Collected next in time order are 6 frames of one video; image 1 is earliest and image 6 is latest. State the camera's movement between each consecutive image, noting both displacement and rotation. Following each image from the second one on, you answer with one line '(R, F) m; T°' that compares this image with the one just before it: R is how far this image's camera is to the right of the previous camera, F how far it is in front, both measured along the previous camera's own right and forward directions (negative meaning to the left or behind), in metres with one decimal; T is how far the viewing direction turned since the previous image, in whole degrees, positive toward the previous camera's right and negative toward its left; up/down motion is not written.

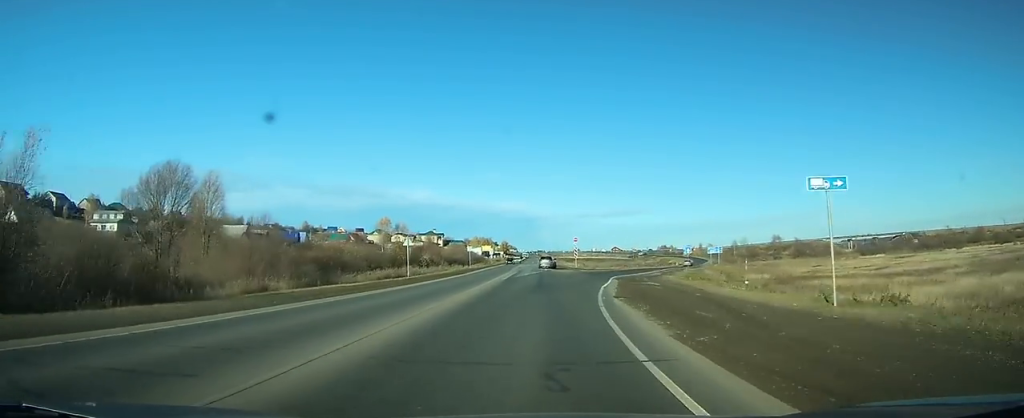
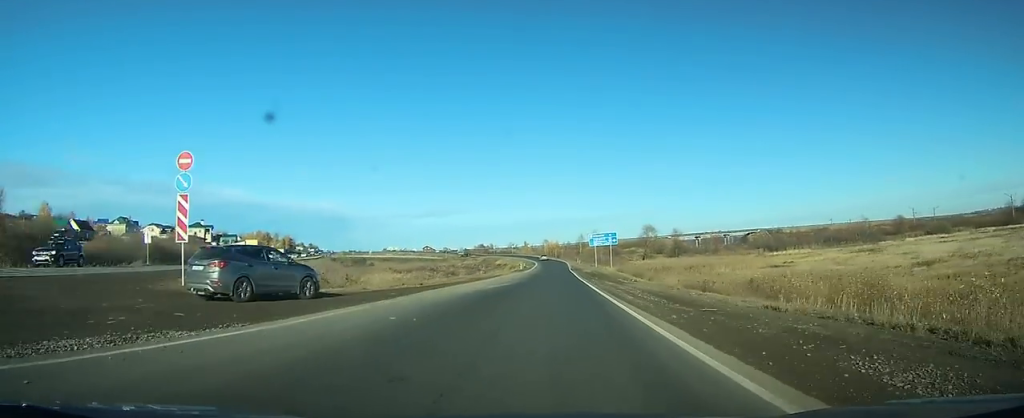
(+5.4, +74.5) m; +12°
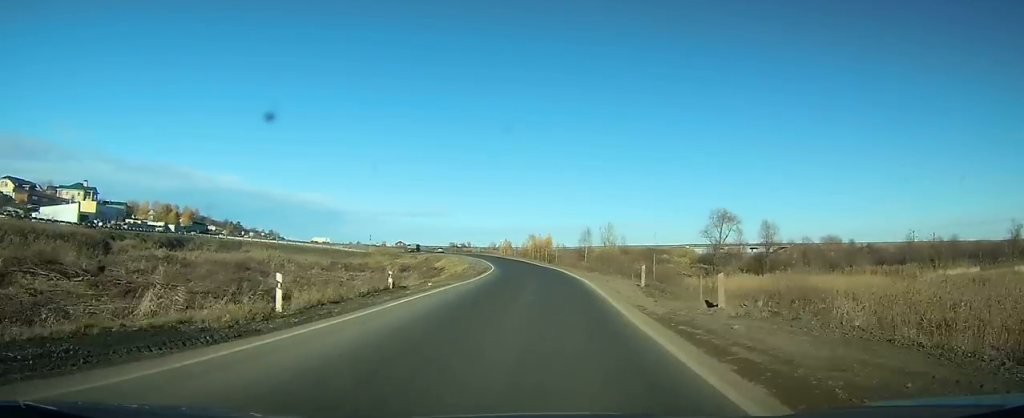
(+7.4, +79.4) m; +6°
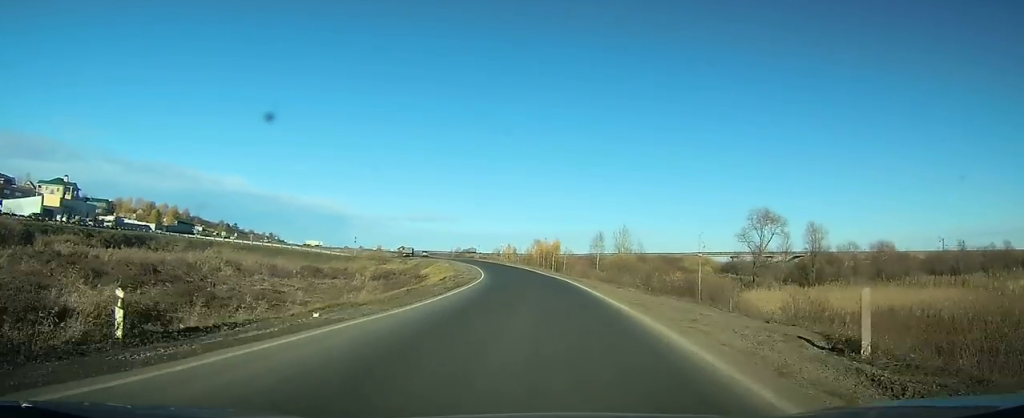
(0.0, +14.8) m; -1°
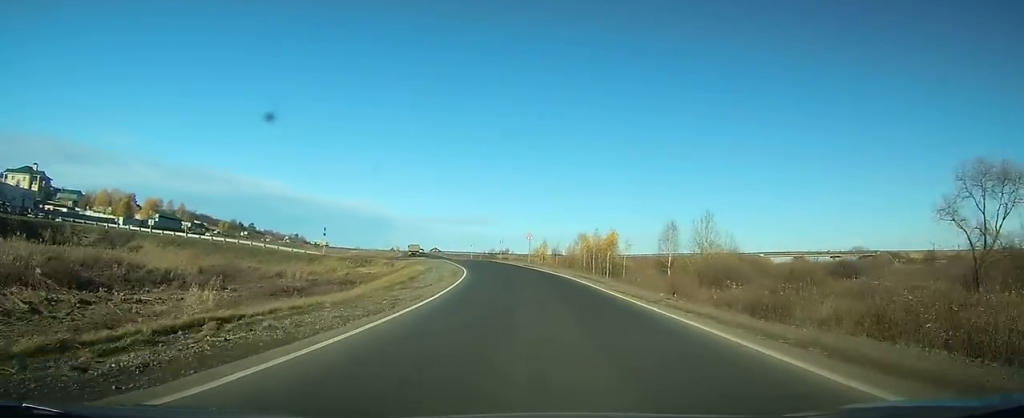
(-0.4, +35.8) m; -3°
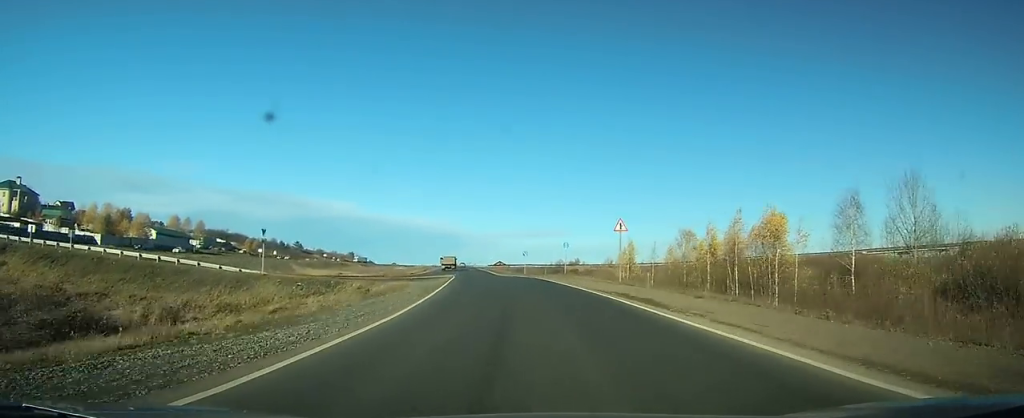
(-1.2, +35.5) m; -5°
